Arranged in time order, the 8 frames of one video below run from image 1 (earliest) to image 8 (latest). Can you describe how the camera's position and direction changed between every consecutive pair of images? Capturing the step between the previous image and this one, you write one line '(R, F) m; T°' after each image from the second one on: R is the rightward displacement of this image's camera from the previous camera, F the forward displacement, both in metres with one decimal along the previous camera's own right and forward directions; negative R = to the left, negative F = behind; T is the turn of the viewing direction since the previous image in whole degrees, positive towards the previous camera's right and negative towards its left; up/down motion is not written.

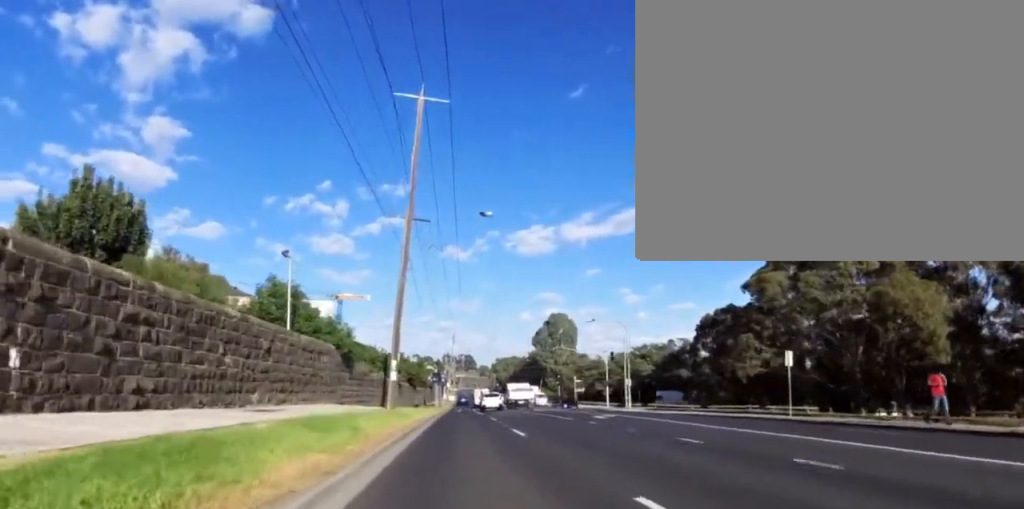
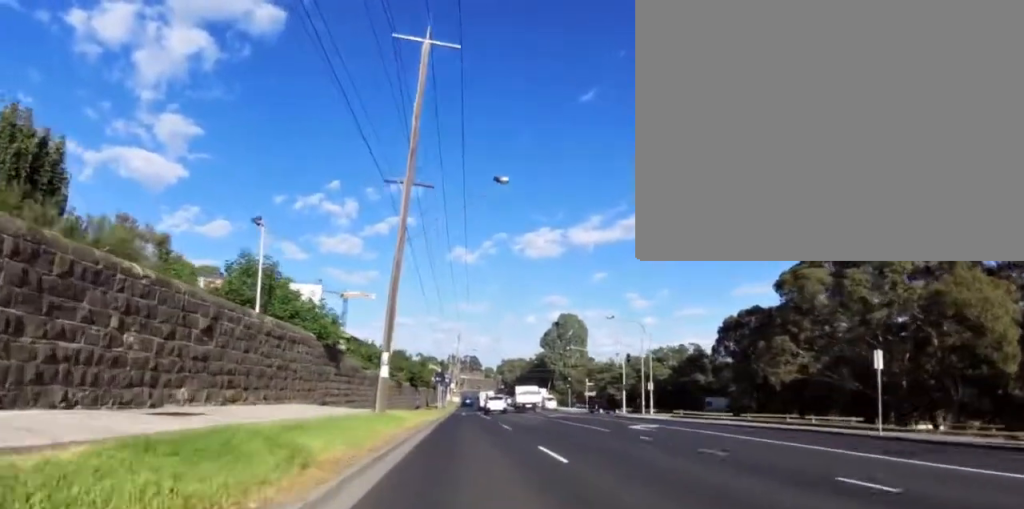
(0.0, +5.3) m; 0°
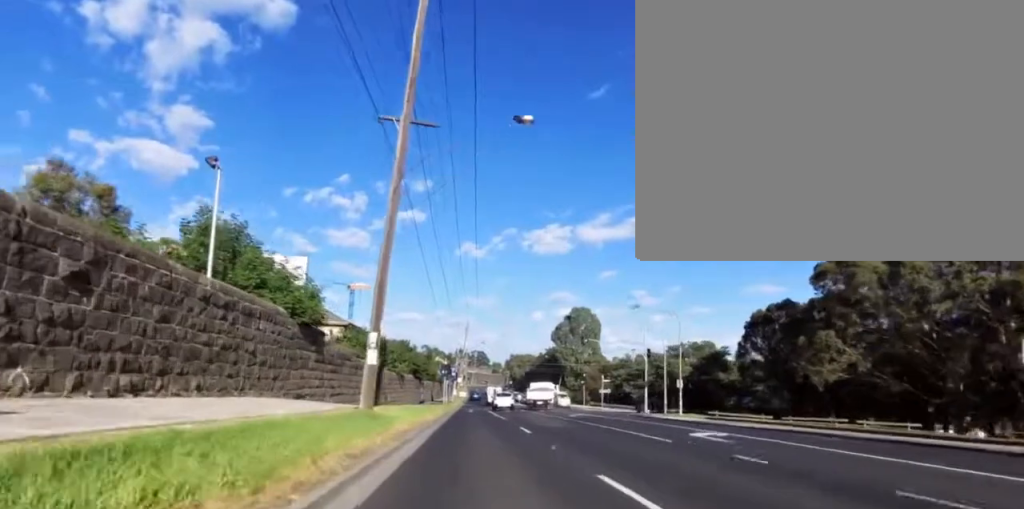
(0.0, +5.3) m; 0°
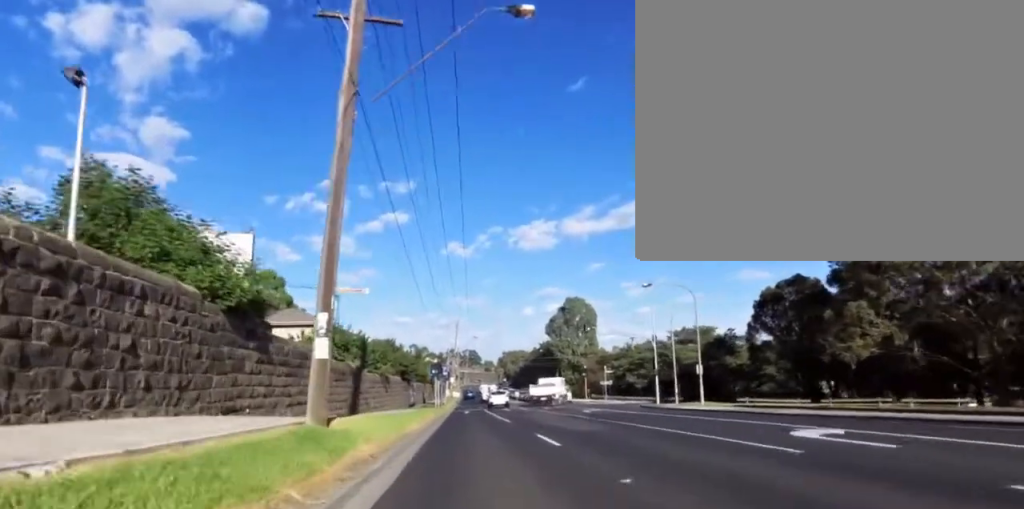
(0.0, +5.7) m; 0°
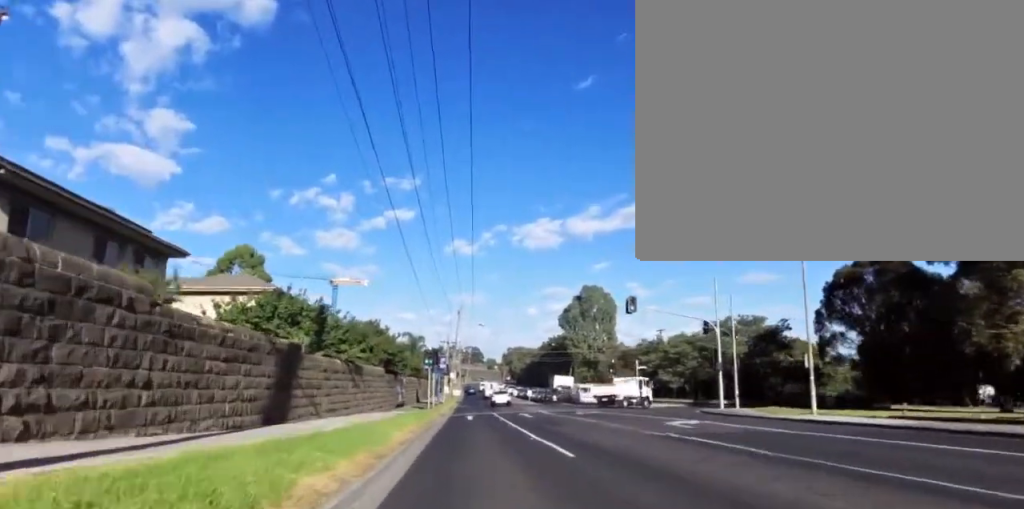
(0.0, +13.4) m; 0°
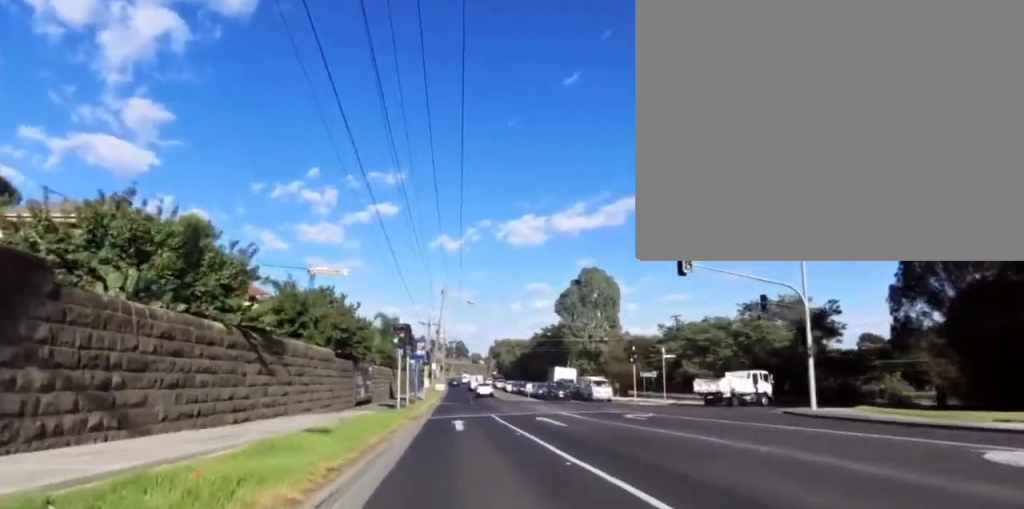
(0.0, +12.4) m; 0°
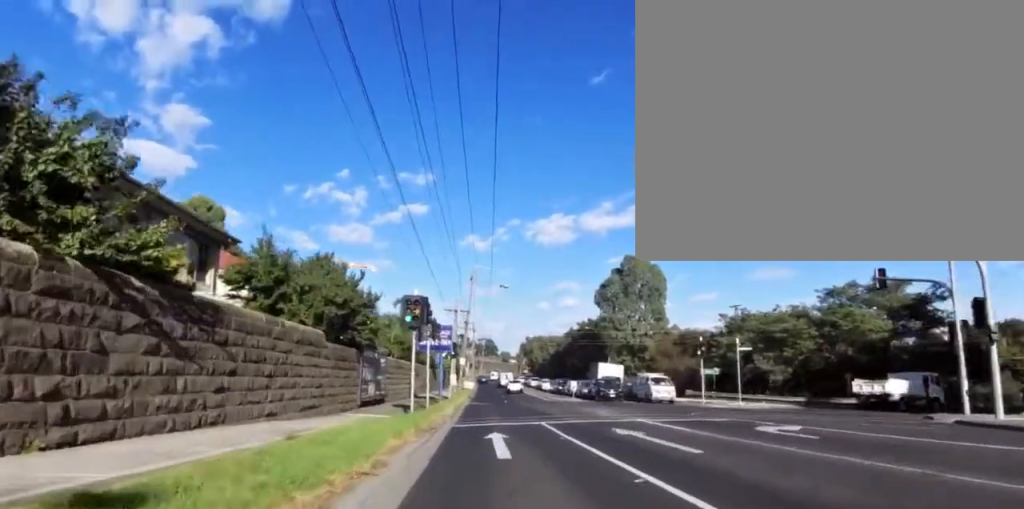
(0.0, +7.9) m; 0°
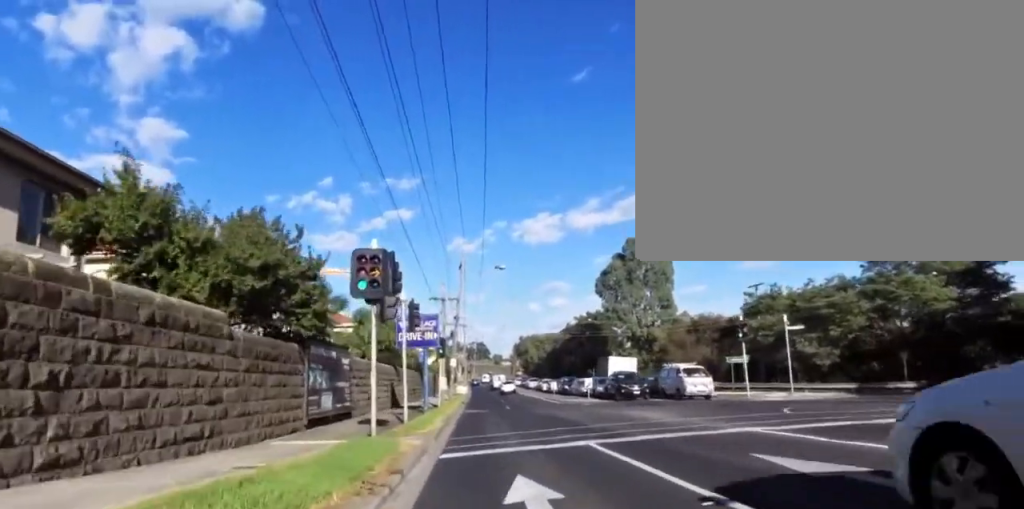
(0.0, +7.4) m; 0°
